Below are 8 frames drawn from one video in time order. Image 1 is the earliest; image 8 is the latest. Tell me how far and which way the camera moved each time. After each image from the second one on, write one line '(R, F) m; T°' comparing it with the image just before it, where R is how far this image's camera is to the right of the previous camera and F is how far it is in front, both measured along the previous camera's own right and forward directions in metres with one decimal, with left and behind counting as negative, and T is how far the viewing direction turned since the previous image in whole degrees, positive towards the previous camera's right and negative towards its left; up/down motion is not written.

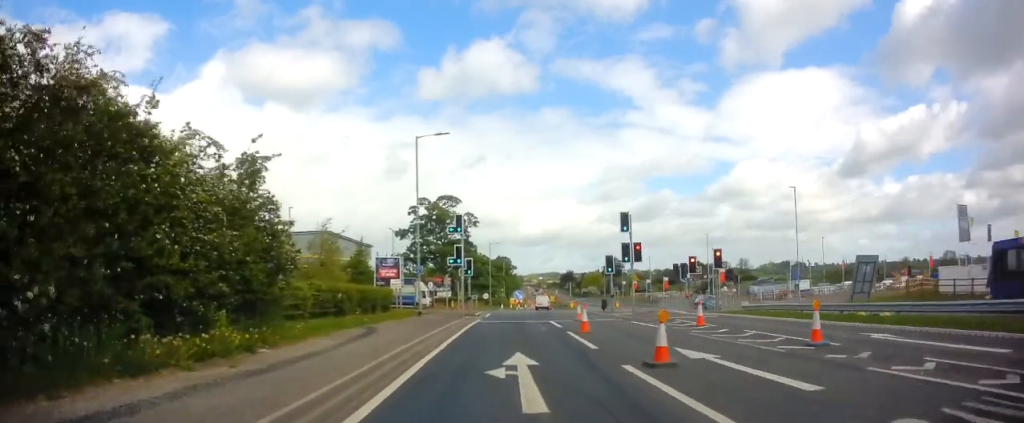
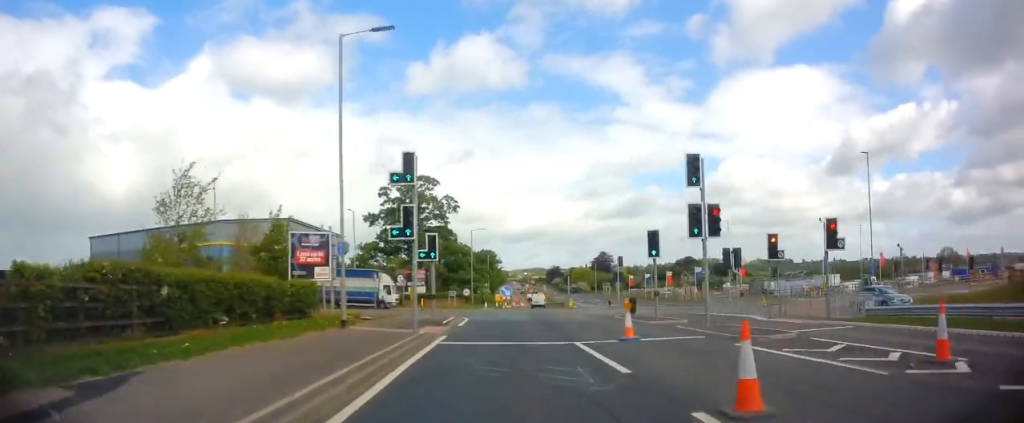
(-0.2, +13.1) m; 0°
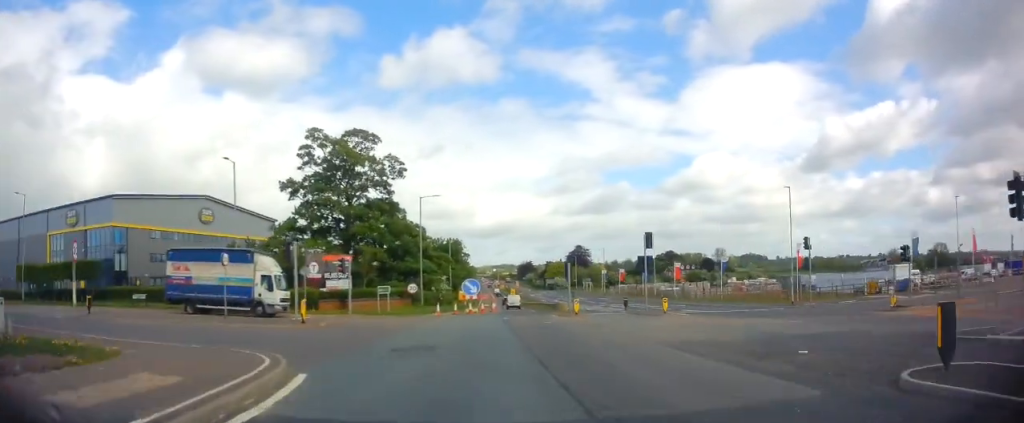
(+1.0, +23.0) m; +4°
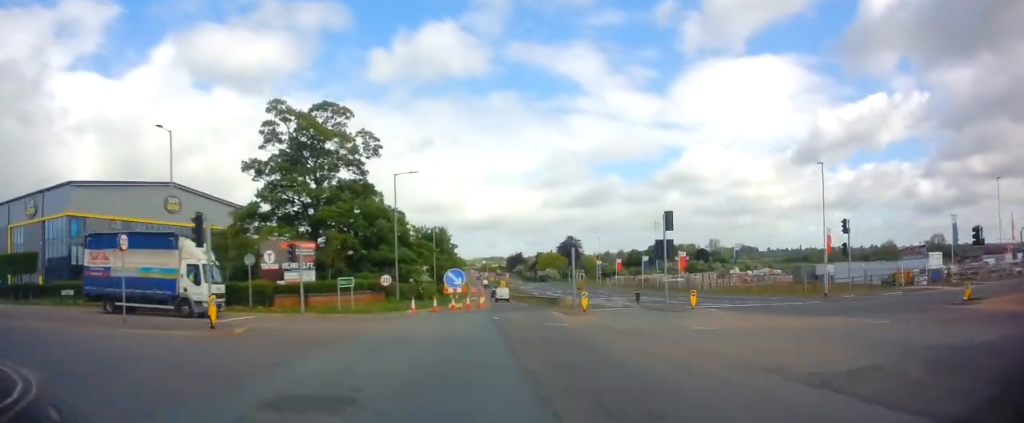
(+0.1, +7.3) m; +1°
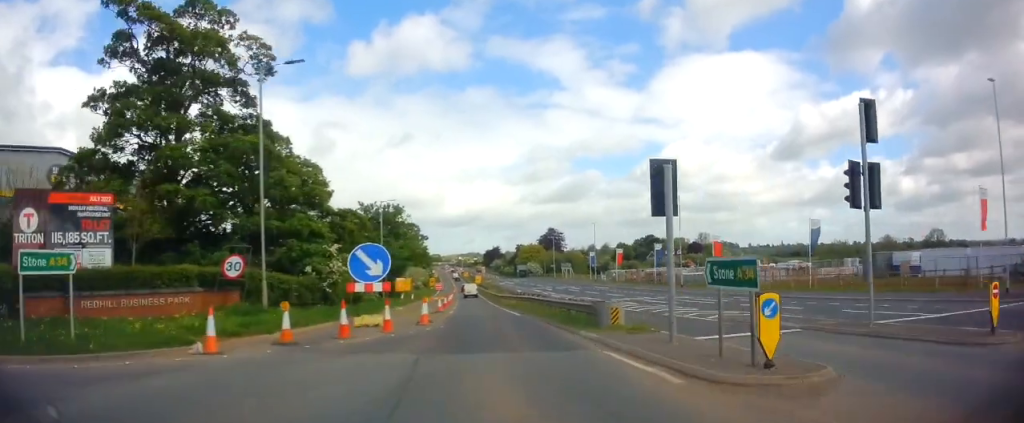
(+0.5, +21.4) m; +1°
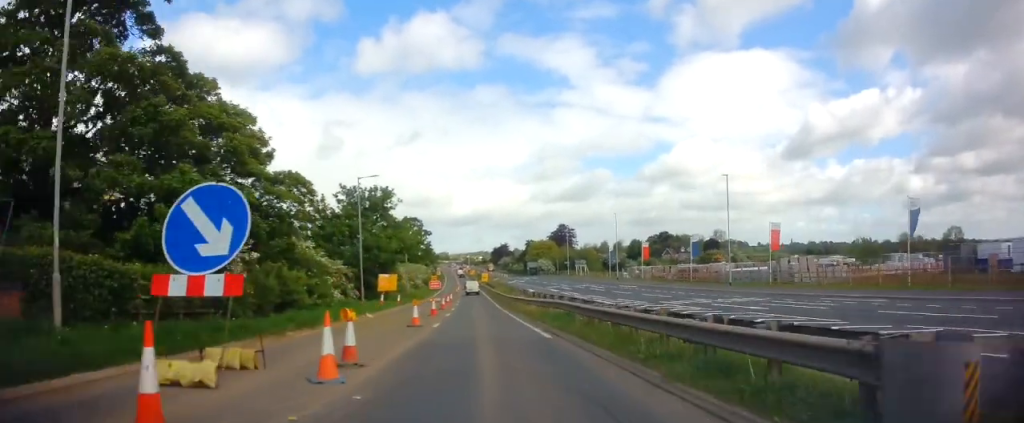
(-0.2, +11.8) m; 0°
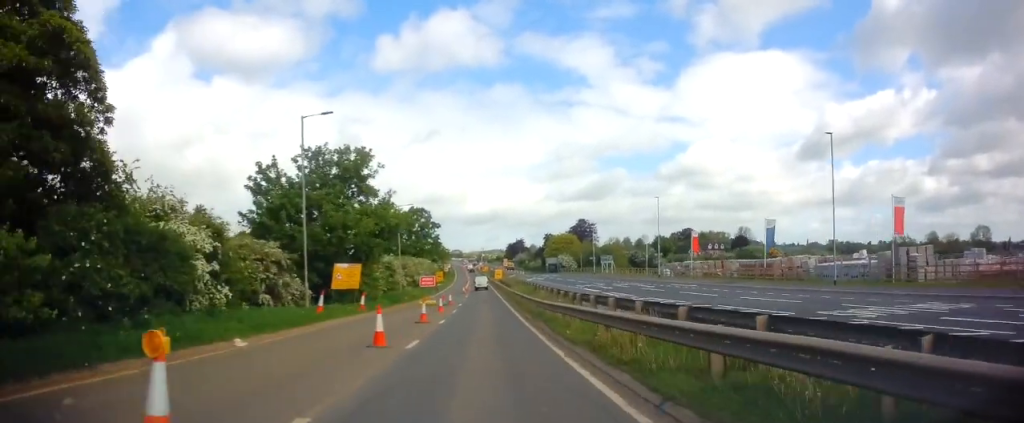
(+0.2, +16.0) m; 0°
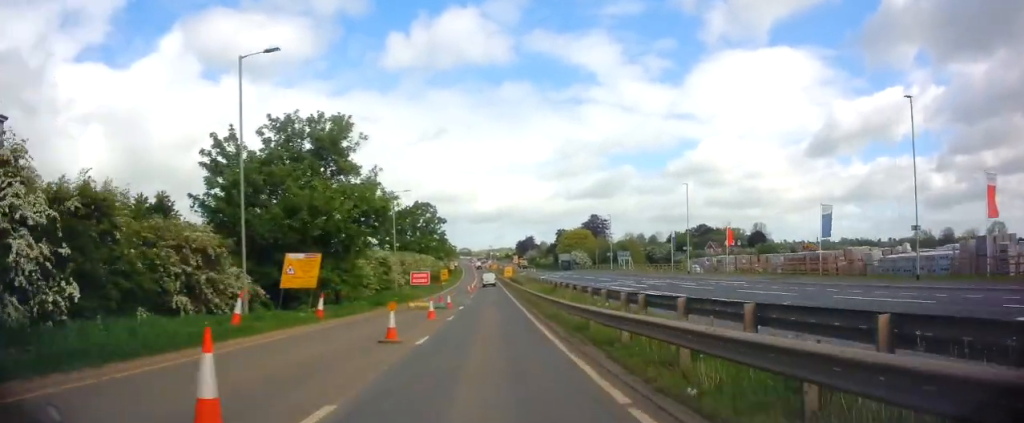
(-0.2, +8.2) m; -2°
